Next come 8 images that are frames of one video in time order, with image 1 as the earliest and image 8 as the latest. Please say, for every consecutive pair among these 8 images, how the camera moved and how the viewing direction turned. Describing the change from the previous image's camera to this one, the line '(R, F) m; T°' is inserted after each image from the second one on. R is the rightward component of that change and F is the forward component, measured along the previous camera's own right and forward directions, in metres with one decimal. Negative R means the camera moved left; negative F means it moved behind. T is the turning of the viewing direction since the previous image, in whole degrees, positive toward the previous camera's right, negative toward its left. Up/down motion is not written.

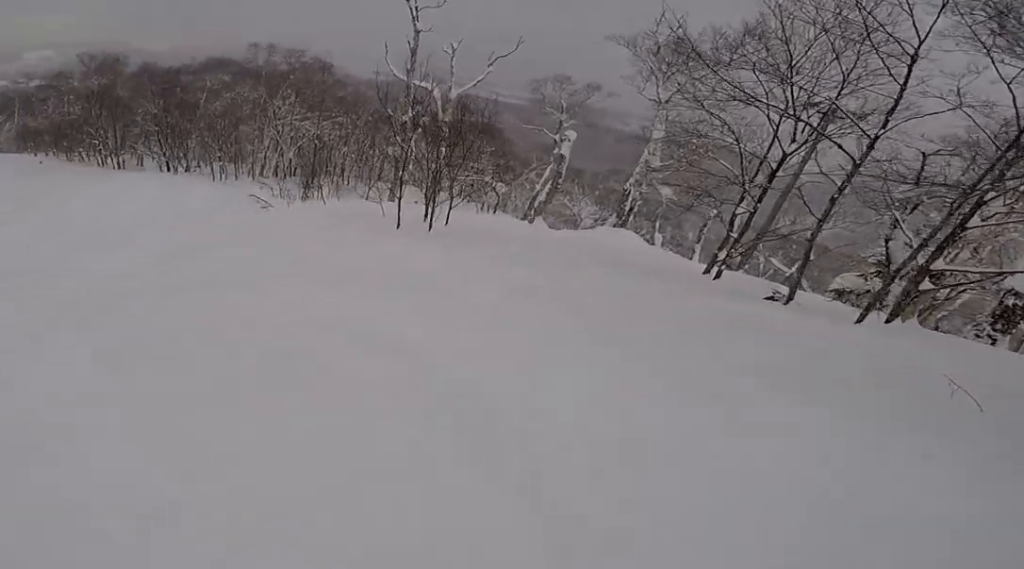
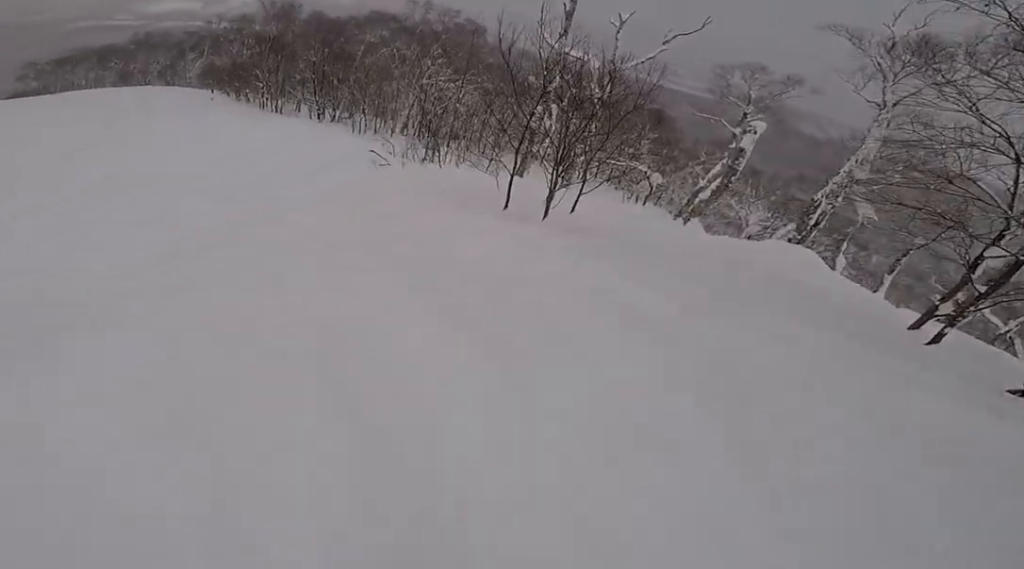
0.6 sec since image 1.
(-0.2, +2.4) m; -20°
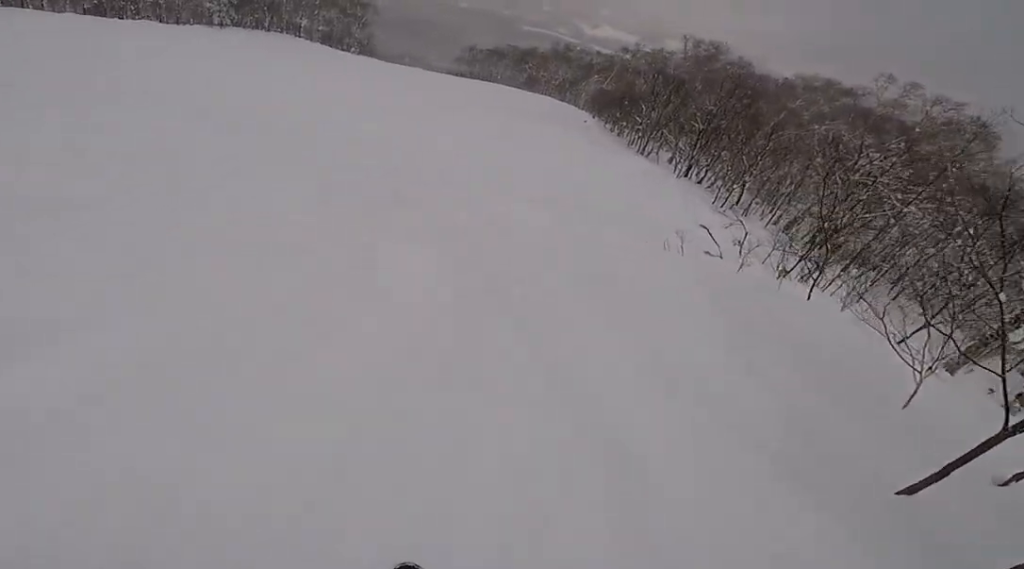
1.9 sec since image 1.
(-1.8, +4.5) m; -39°
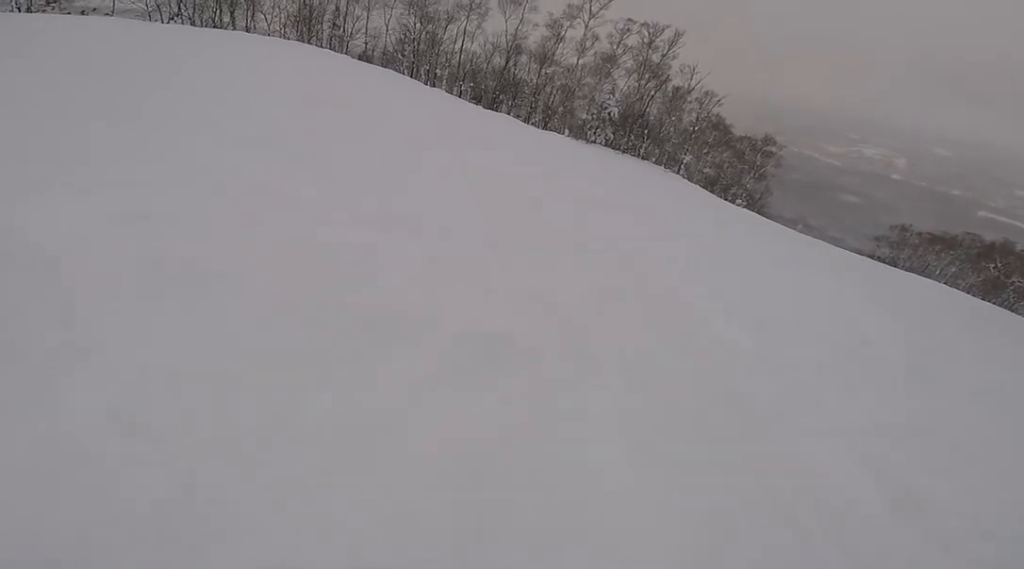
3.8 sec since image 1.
(-2.8, +8.0) m; -32°
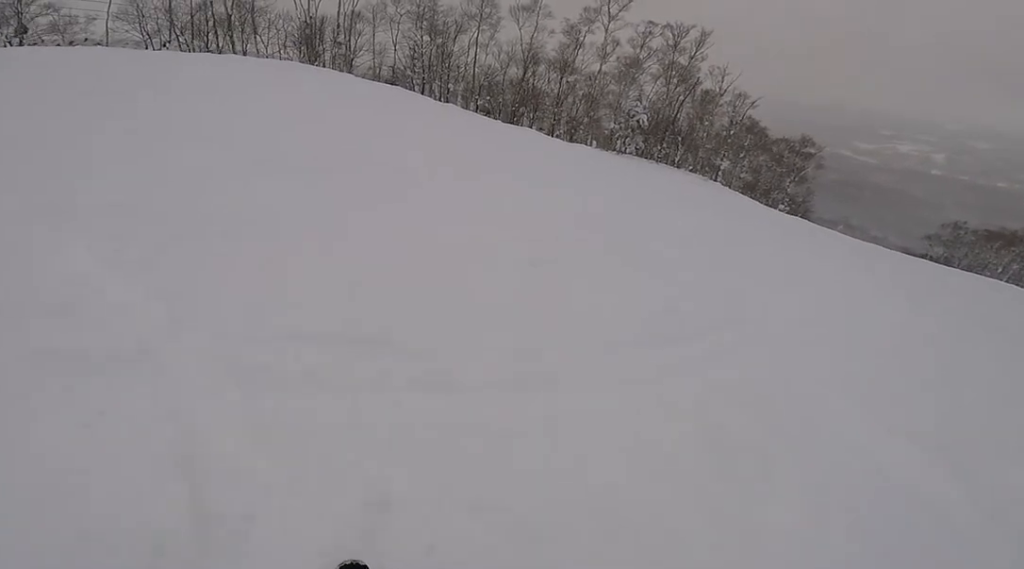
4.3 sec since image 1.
(-0.2, +2.6) m; 0°
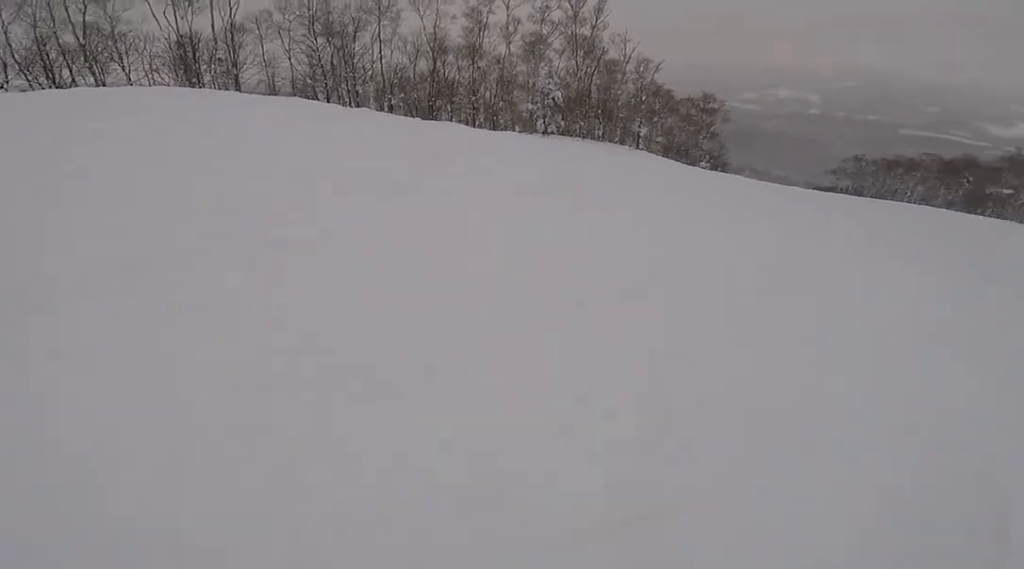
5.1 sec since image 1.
(-0.2, +3.9) m; +11°
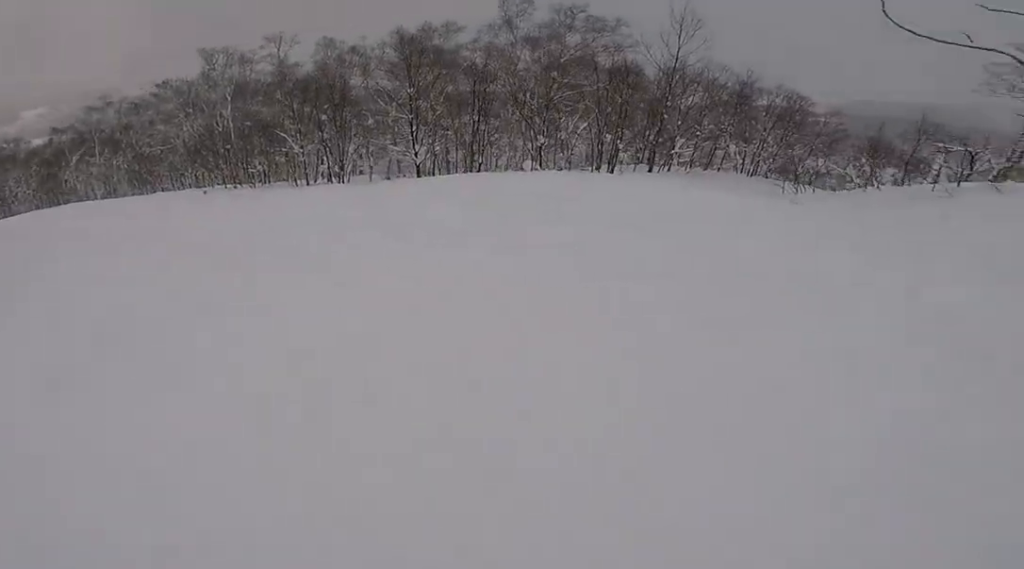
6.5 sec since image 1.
(+3.2, +4.9) m; +68°
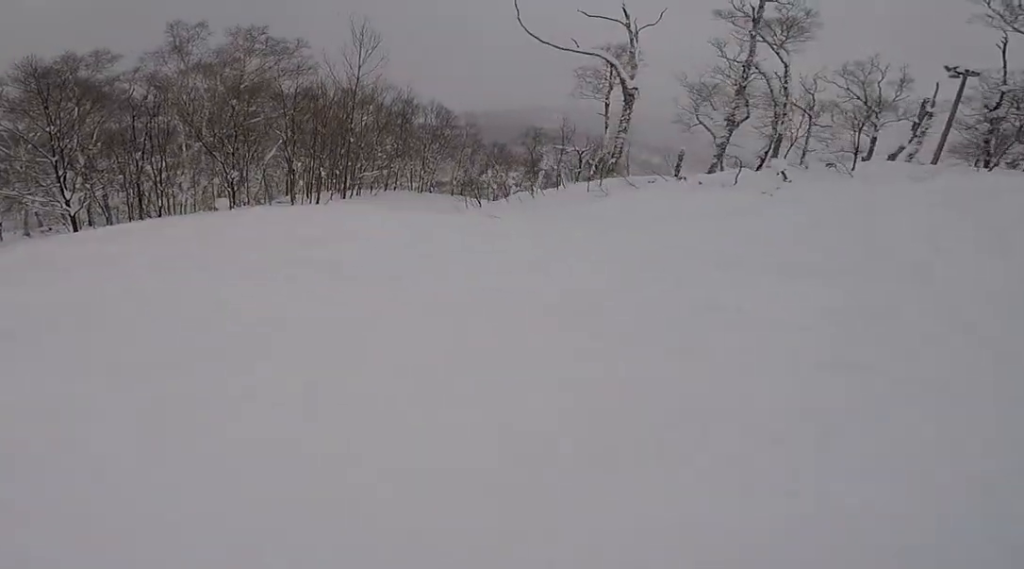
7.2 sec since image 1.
(+0.7, +2.8) m; +31°
